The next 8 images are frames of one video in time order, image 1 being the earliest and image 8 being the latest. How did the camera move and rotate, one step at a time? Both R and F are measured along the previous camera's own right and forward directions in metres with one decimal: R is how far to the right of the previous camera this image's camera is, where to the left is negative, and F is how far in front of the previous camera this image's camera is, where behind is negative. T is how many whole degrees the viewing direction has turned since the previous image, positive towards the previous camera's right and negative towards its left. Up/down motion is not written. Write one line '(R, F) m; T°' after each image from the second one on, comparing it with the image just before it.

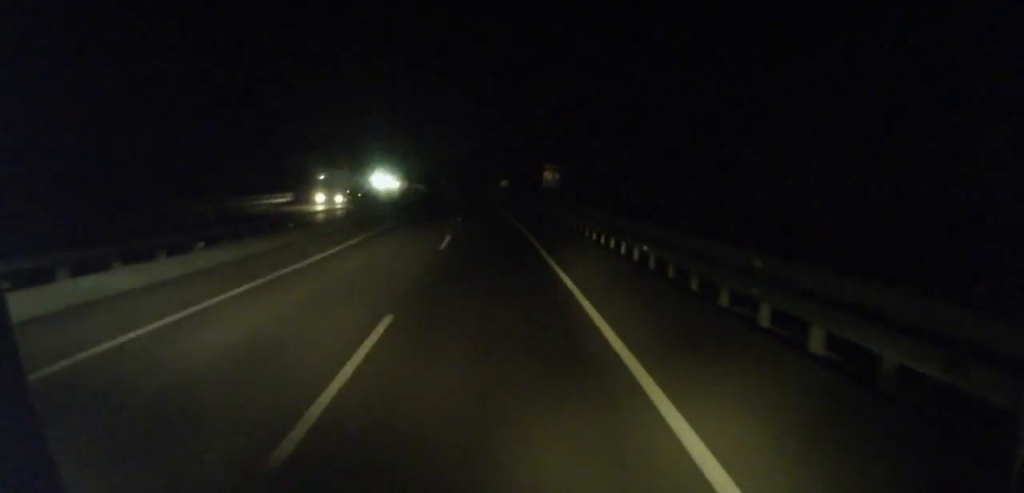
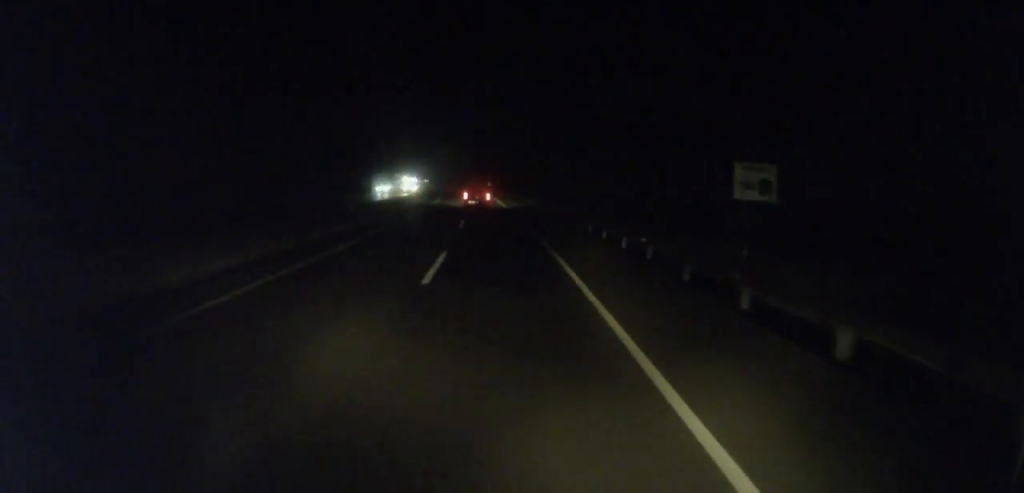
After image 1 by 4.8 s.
(-2.5, +109.7) m; -3°
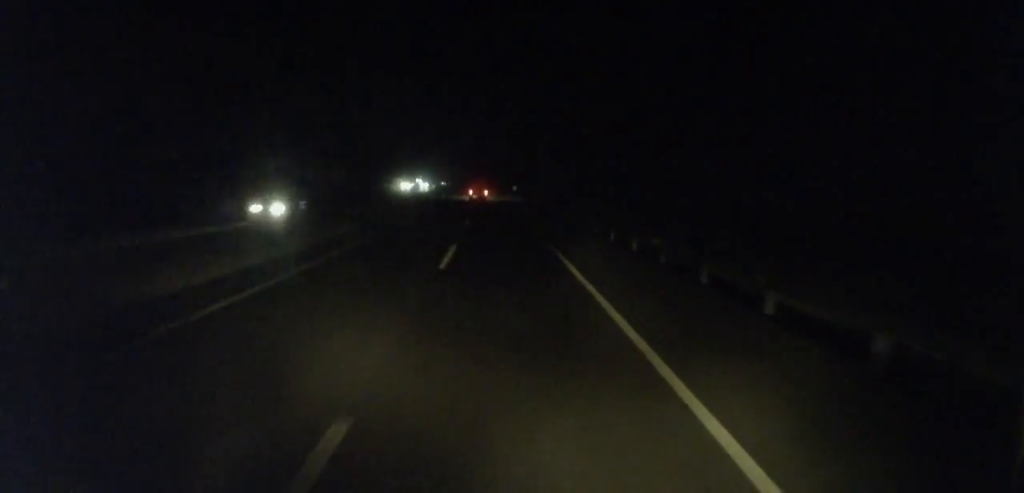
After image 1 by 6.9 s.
(-0.6, +47.9) m; -3°
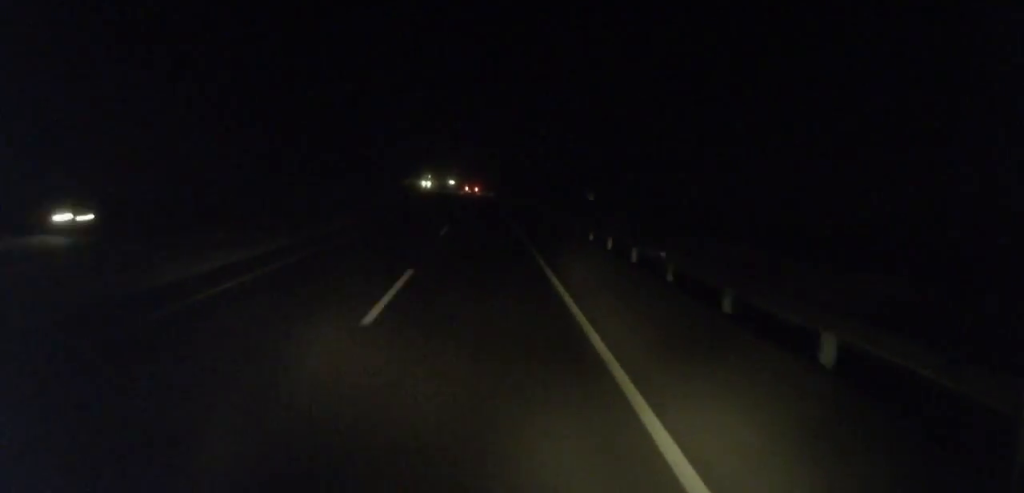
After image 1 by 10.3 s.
(-1.8, +73.8) m; -6°
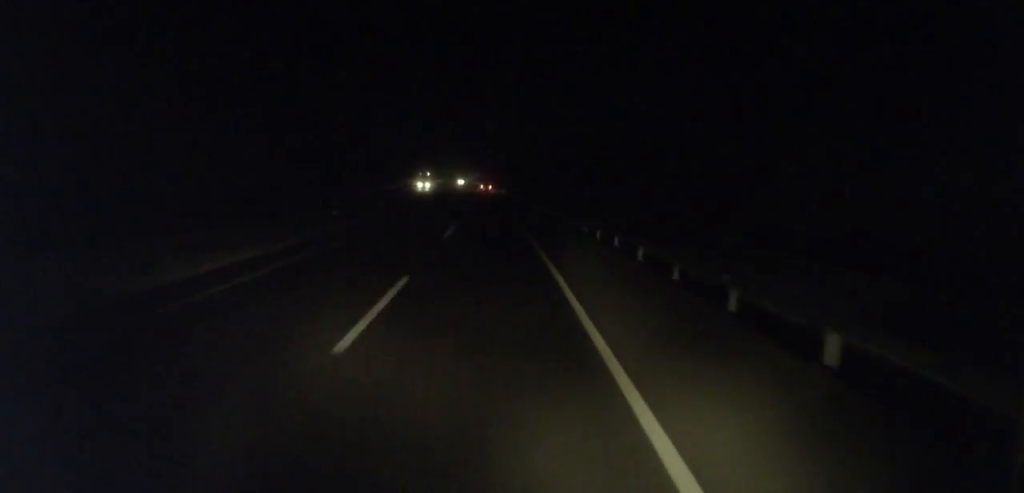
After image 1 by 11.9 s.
(-2.7, +34.9) m; -3°
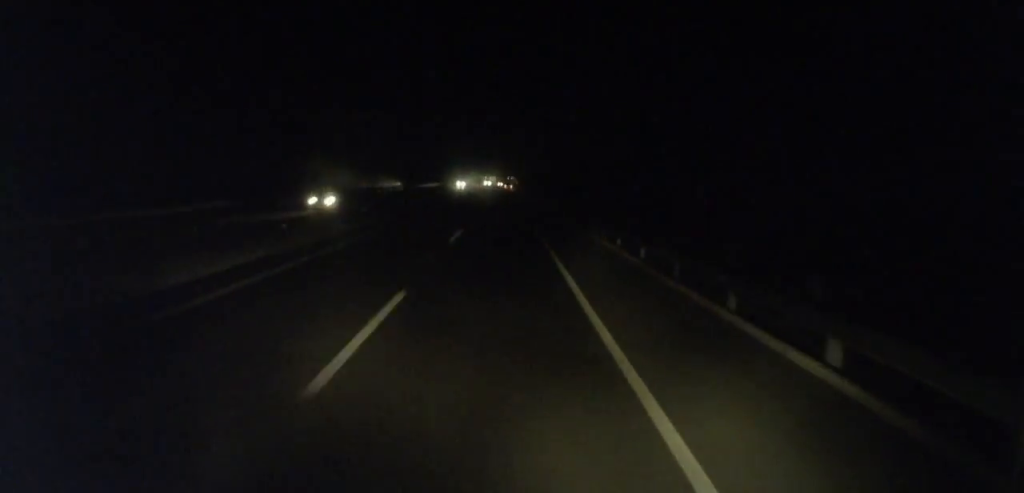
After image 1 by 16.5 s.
(-7.2, +101.0) m; -5°
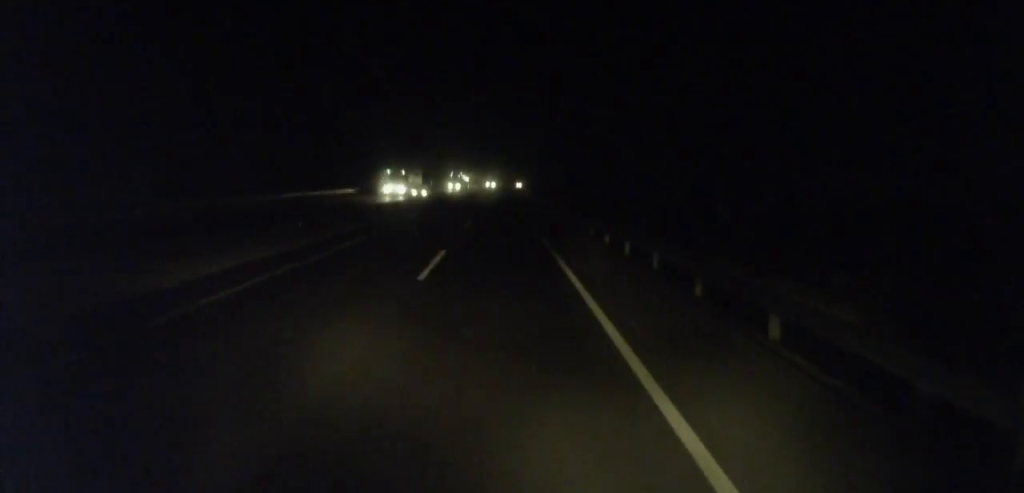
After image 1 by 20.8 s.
(-0.1, +91.7) m; +2°
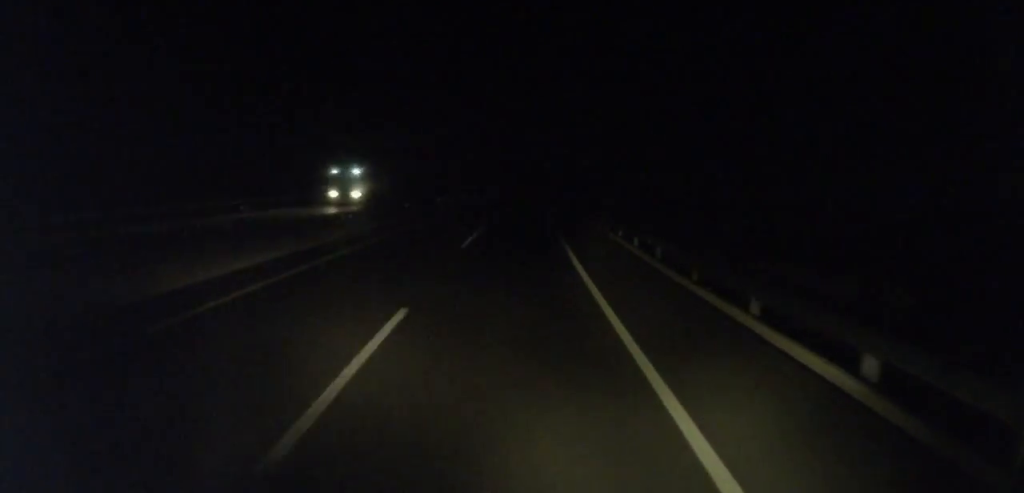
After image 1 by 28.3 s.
(+8.9, +158.2) m; +7°
